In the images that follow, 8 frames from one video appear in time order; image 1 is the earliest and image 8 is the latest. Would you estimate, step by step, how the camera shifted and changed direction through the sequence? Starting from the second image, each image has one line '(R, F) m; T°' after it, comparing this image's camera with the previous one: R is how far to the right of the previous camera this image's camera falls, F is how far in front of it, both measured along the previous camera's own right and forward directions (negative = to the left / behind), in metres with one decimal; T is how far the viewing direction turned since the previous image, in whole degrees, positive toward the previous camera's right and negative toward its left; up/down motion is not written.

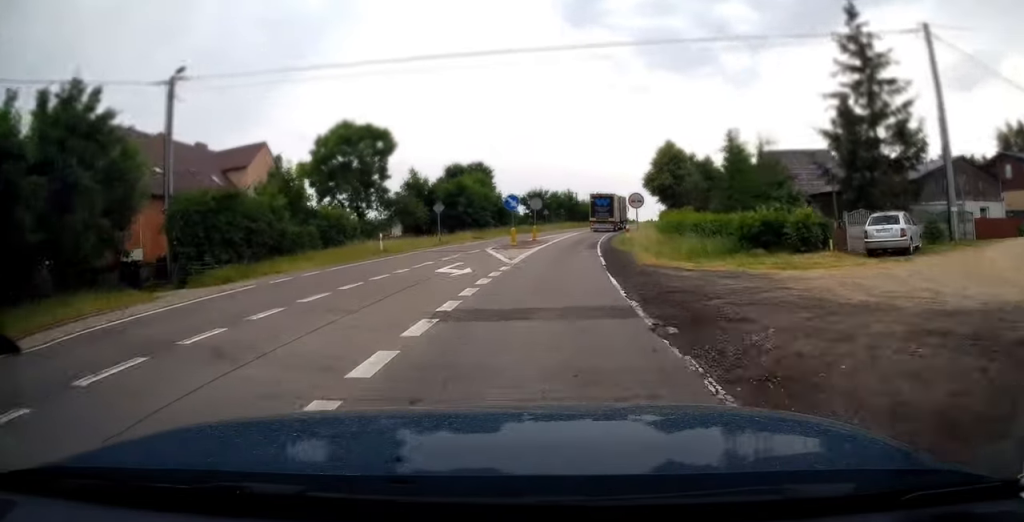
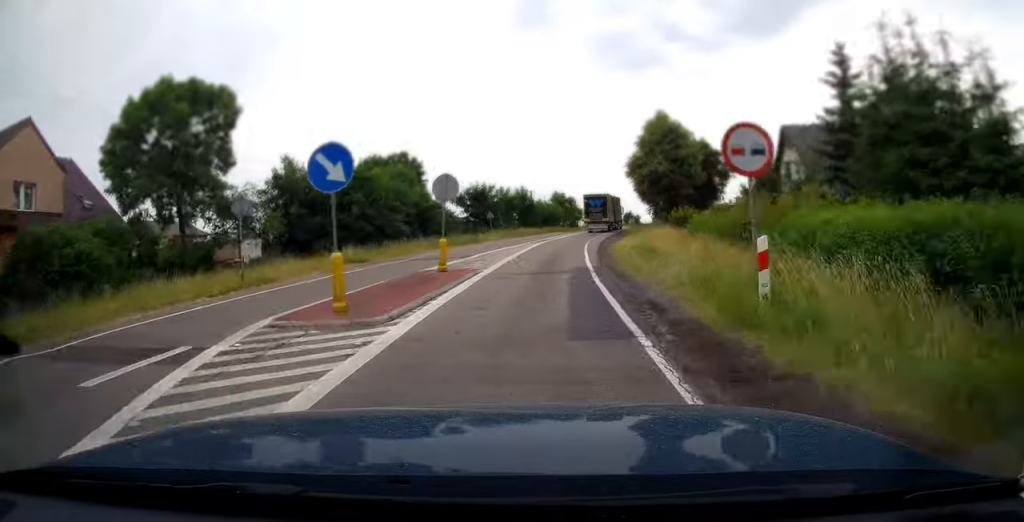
(+0.6, +22.1) m; +3°
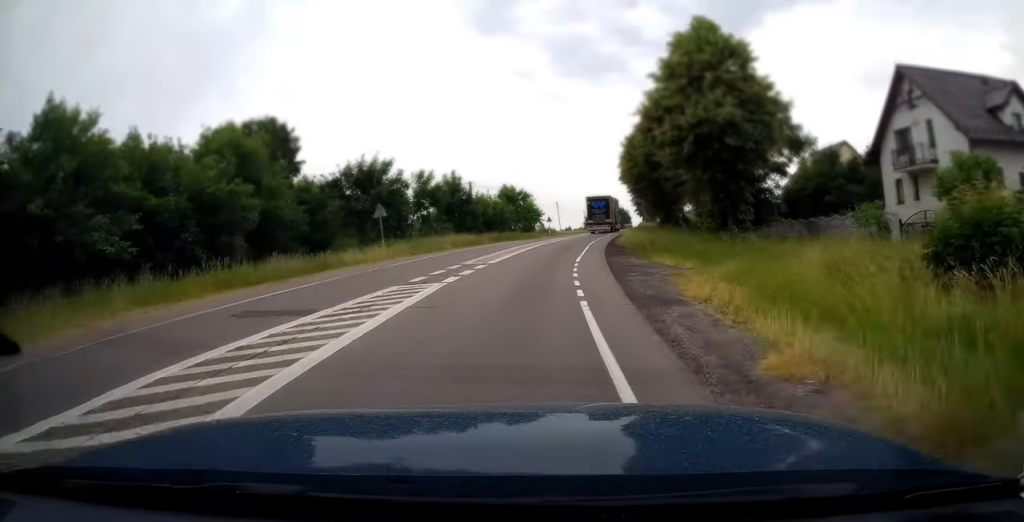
(+0.9, +26.5) m; +4°
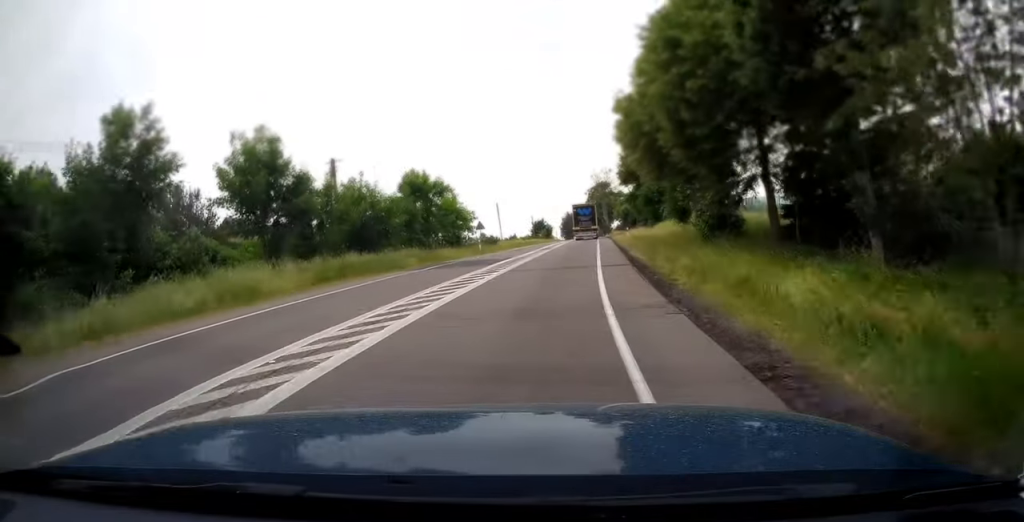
(+1.1, +30.4) m; +5°
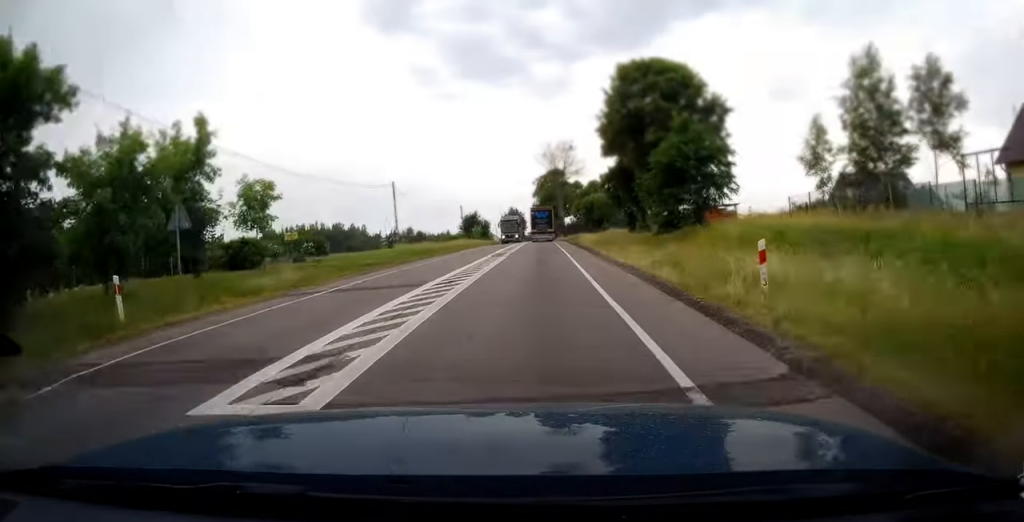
(+2.4, +38.6) m; +5°
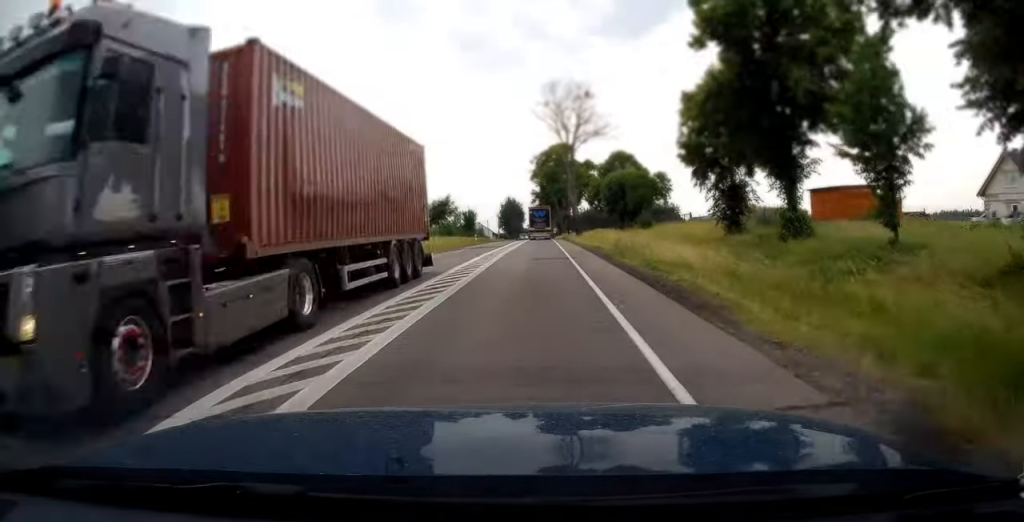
(+0.7, +36.0) m; +1°
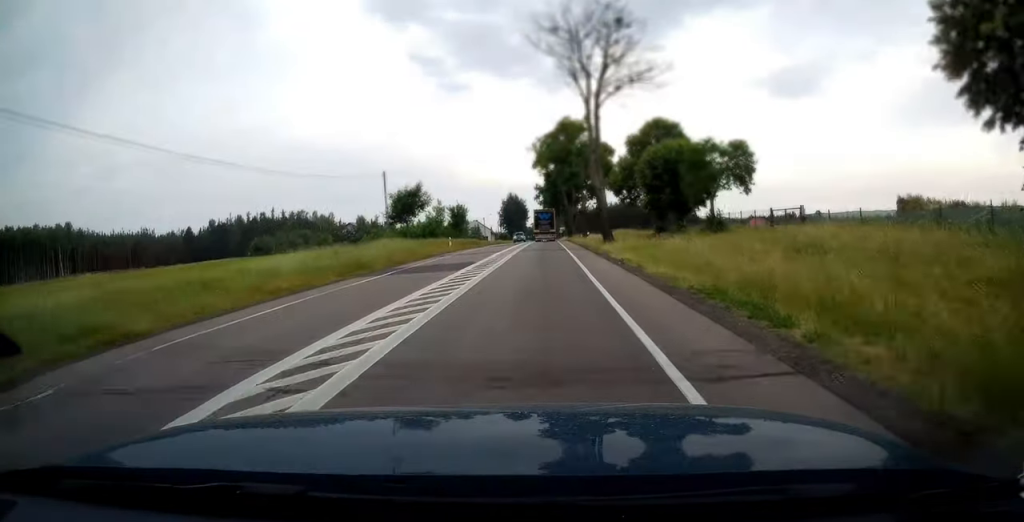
(0.0, +22.7) m; 0°
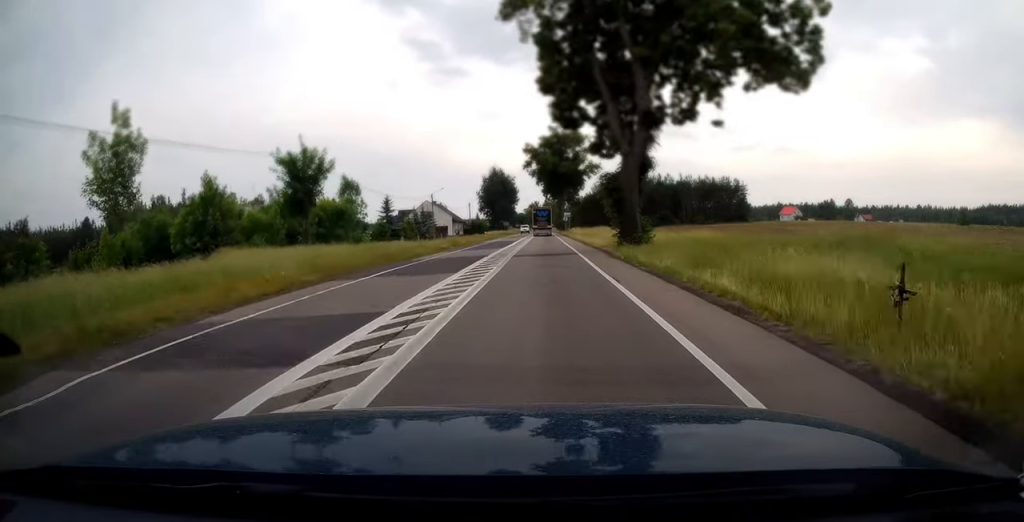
(0.0, +67.7) m; 0°
